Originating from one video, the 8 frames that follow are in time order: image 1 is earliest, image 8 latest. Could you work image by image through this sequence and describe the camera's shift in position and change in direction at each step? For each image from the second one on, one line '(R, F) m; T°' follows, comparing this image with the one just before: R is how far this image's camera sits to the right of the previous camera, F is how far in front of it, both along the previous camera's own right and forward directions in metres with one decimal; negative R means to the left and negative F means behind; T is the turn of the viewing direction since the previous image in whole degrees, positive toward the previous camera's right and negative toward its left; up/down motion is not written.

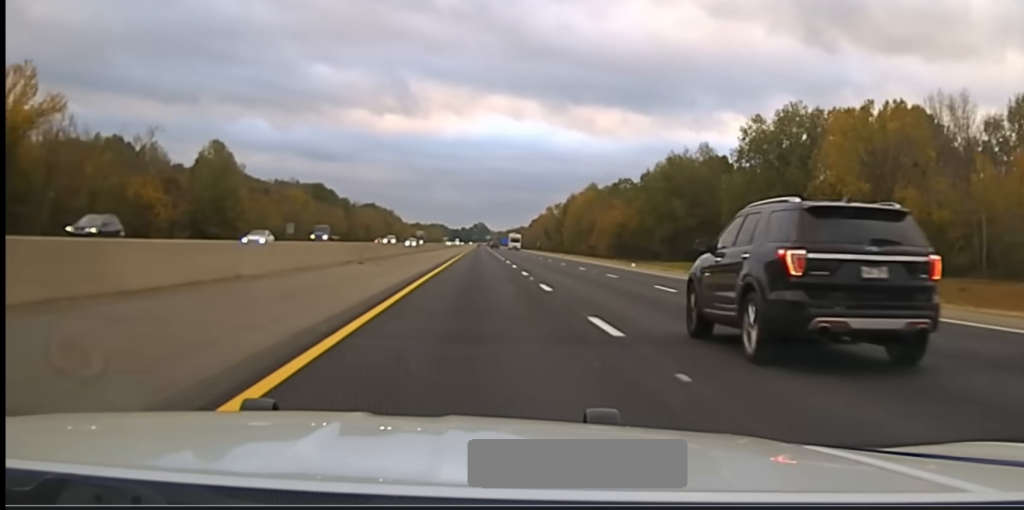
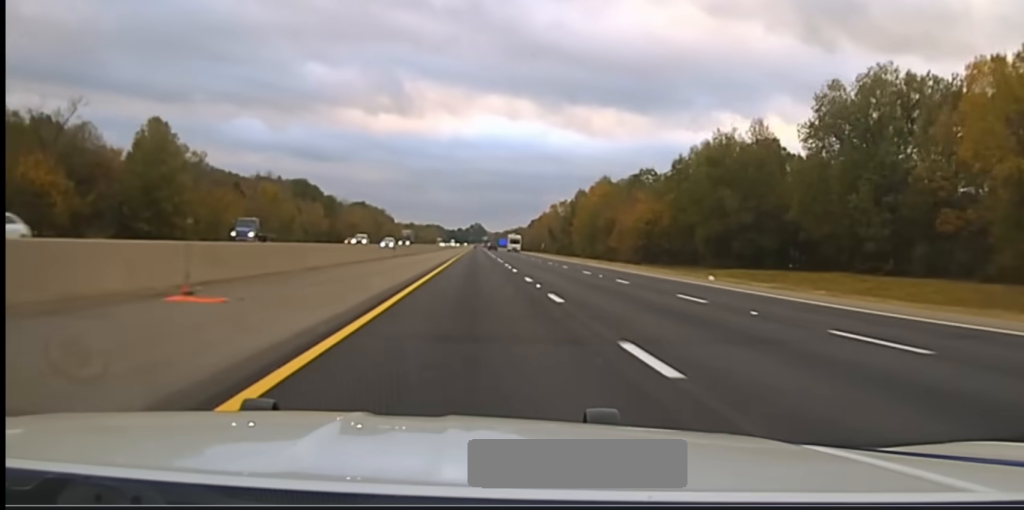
(-0.1, +28.8) m; 0°
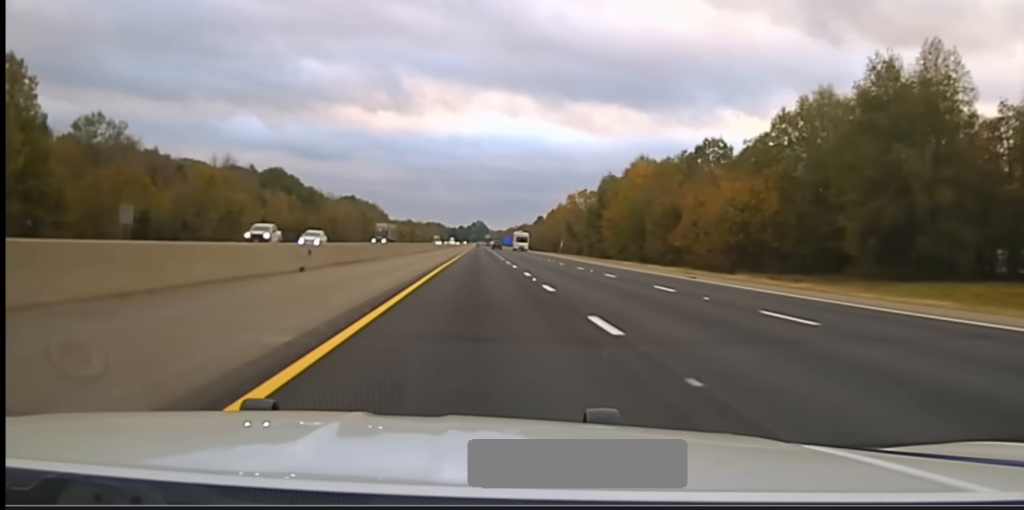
(+0.2, +44.1) m; 0°
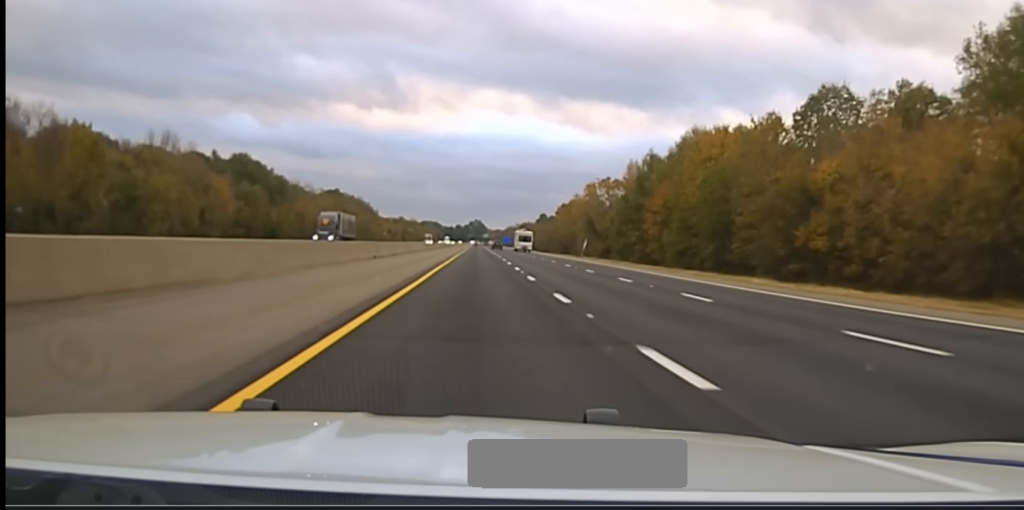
(+0.1, +39.6) m; 0°
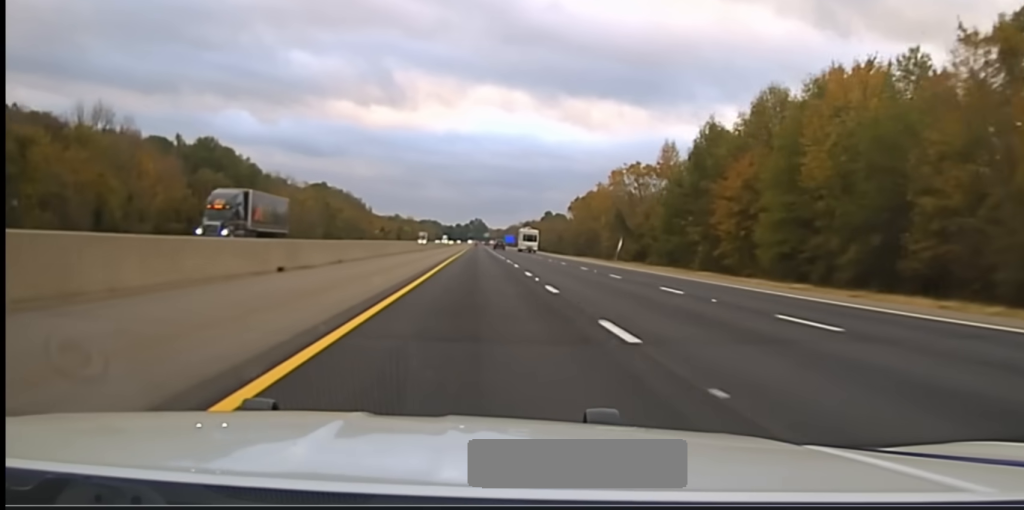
(0.0, +29.4) m; 0°
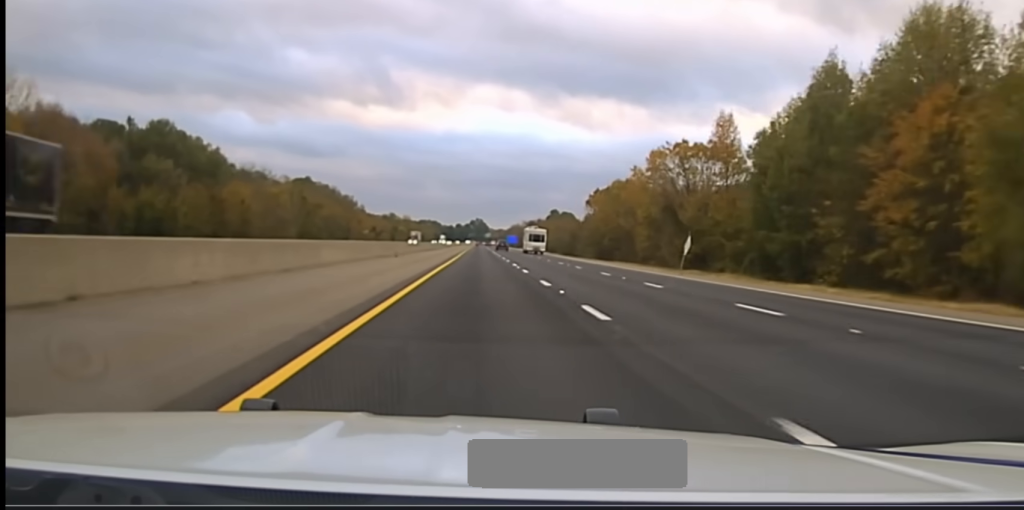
(0.0, +30.8) m; 0°
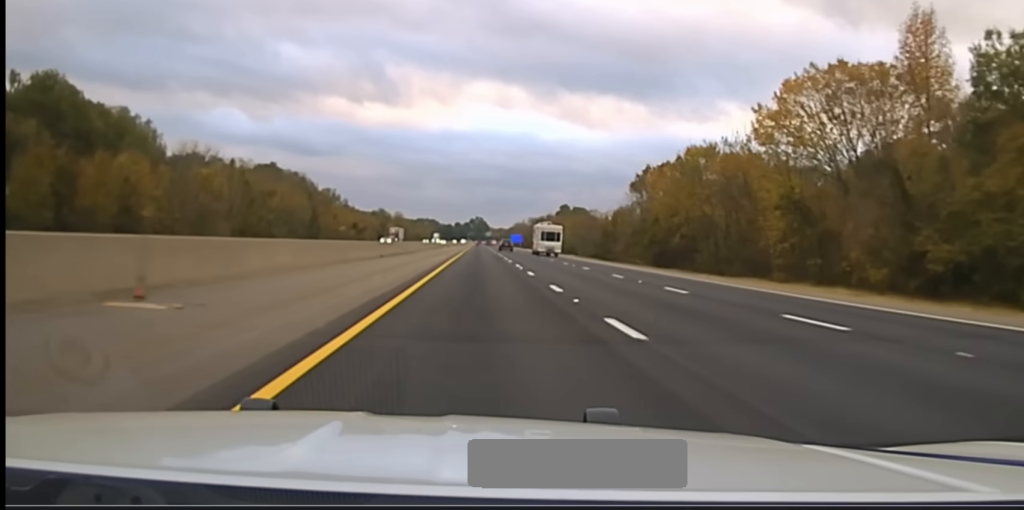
(0.0, +45.0) m; 0°
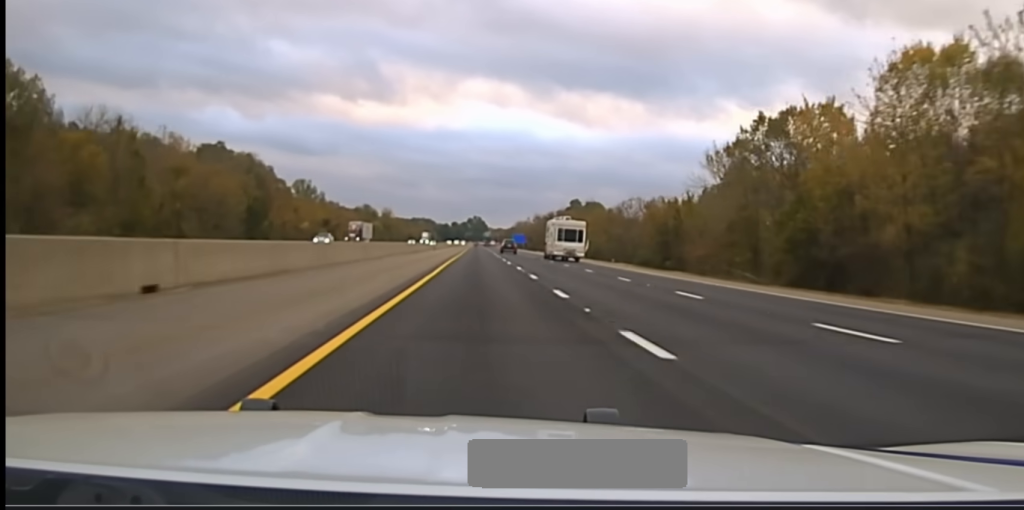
(0.0, +50.9) m; 0°
